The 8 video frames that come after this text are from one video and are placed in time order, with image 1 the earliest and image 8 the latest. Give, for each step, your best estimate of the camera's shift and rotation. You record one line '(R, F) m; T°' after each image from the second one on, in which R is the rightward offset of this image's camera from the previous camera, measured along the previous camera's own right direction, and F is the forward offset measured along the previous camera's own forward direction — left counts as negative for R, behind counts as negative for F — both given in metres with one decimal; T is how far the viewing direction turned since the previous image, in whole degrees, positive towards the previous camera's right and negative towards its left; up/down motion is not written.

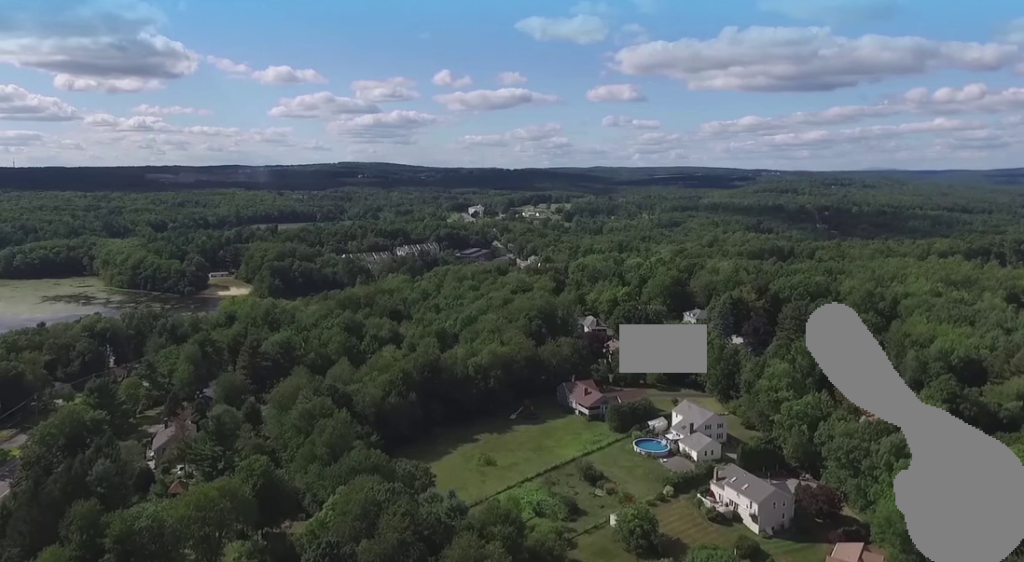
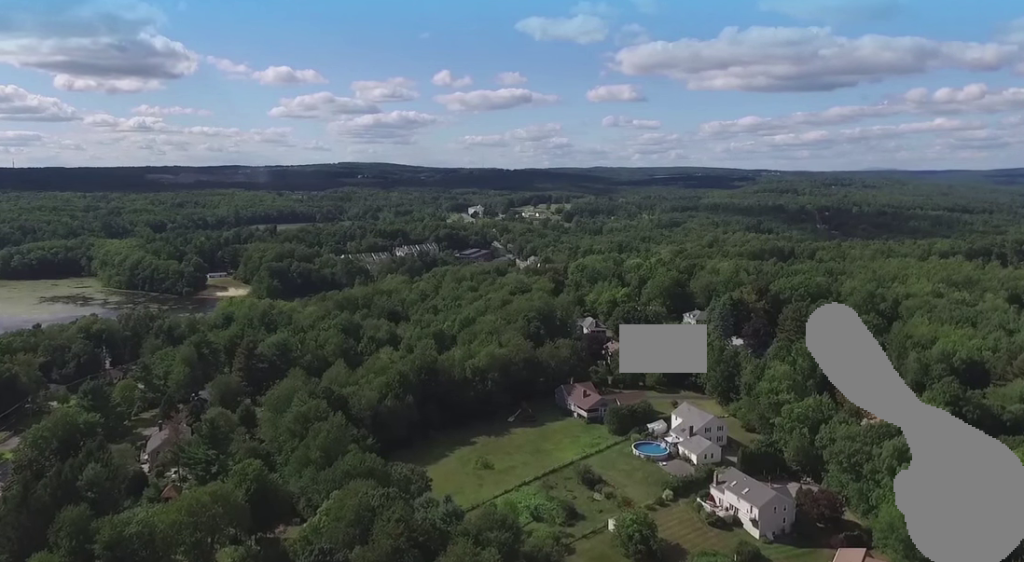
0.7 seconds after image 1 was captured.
(0.0, +2.2) m; -1°
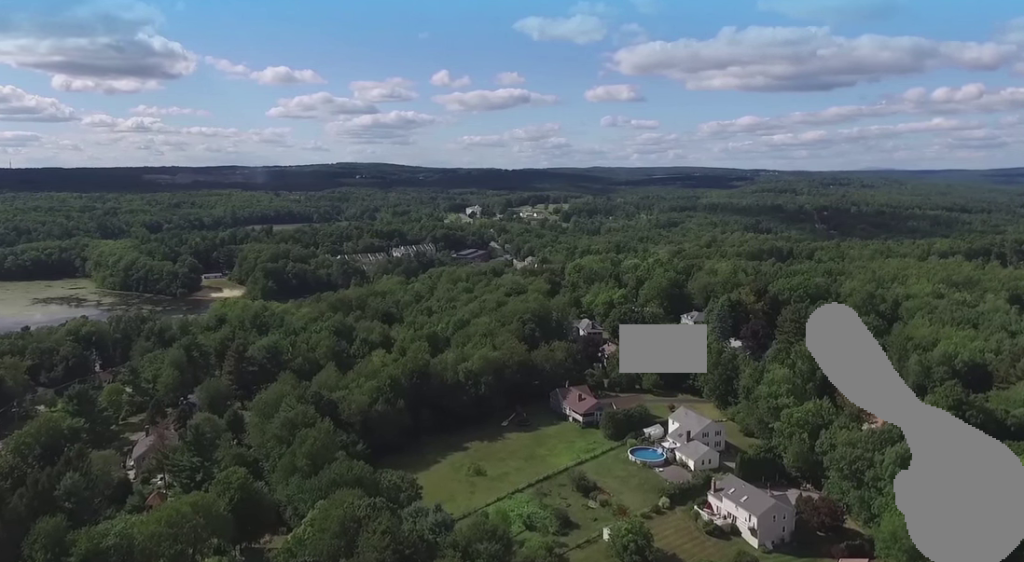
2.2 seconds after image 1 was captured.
(-0.2, +4.7) m; -4°
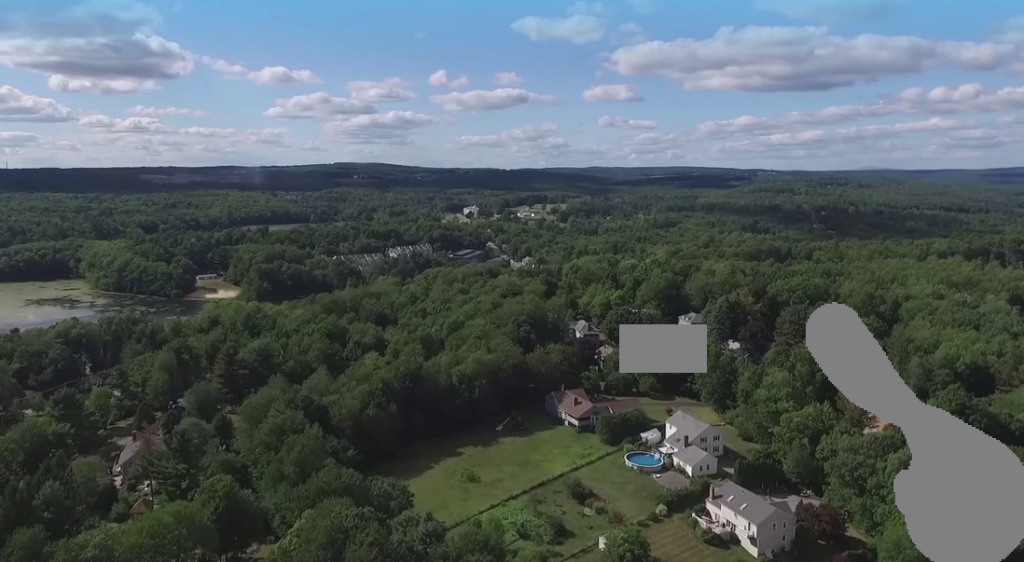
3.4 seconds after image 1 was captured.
(-0.1, +4.1) m; -4°
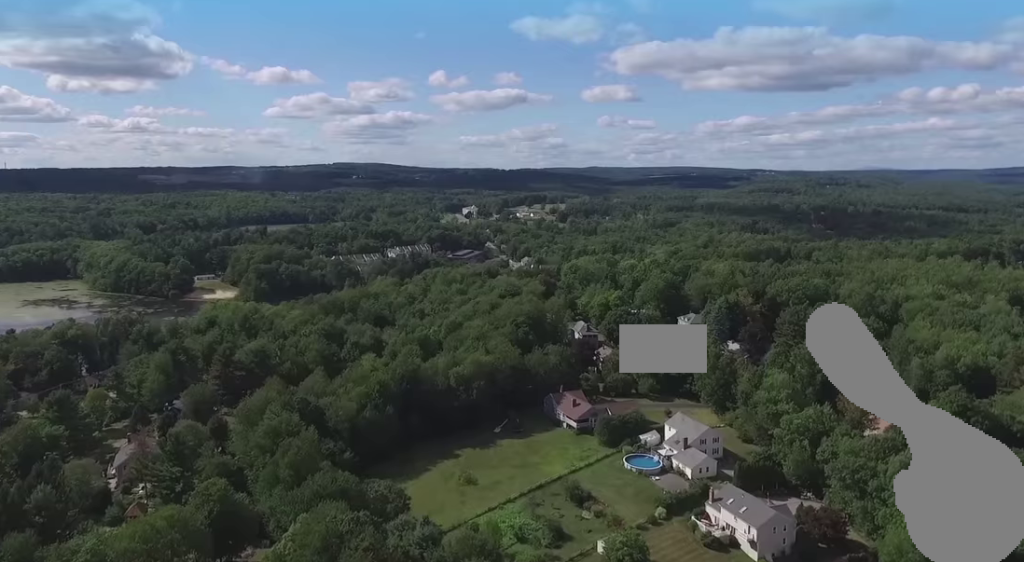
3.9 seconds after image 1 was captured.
(0.0, +1.6) m; -1°
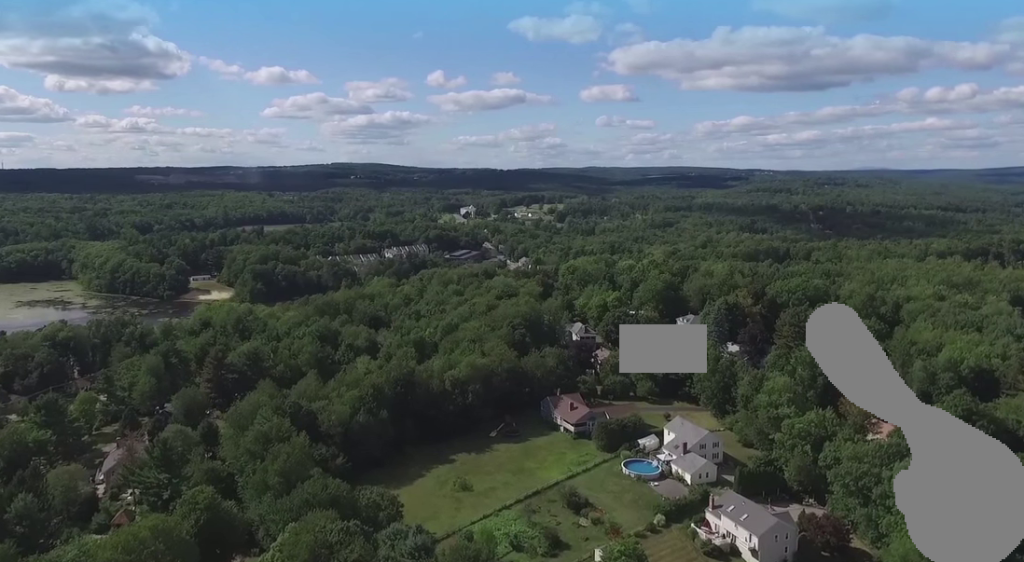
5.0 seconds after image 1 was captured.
(-0.1, +3.8) m; -3°
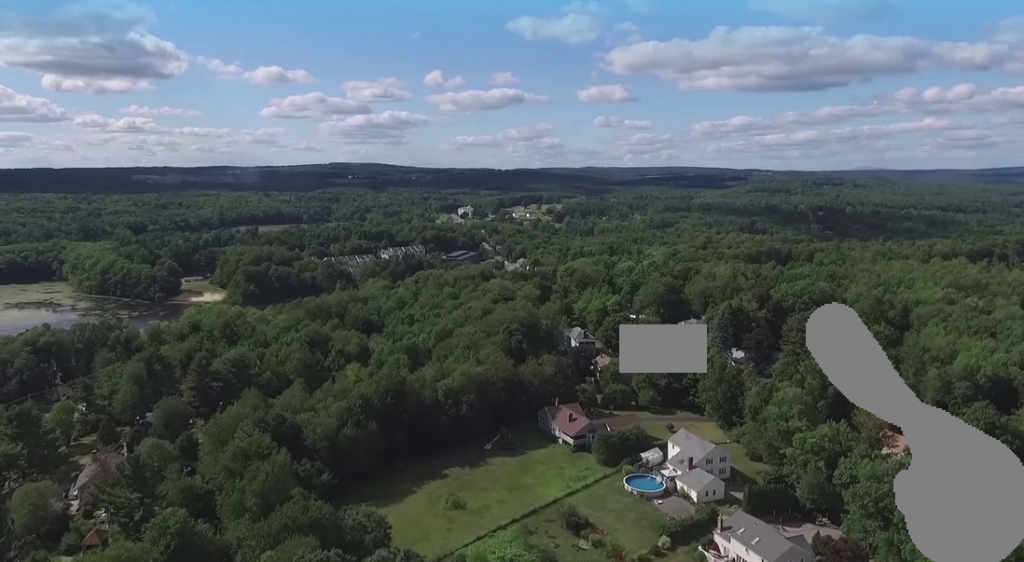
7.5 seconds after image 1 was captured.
(-0.5, +10.0) m; -4°
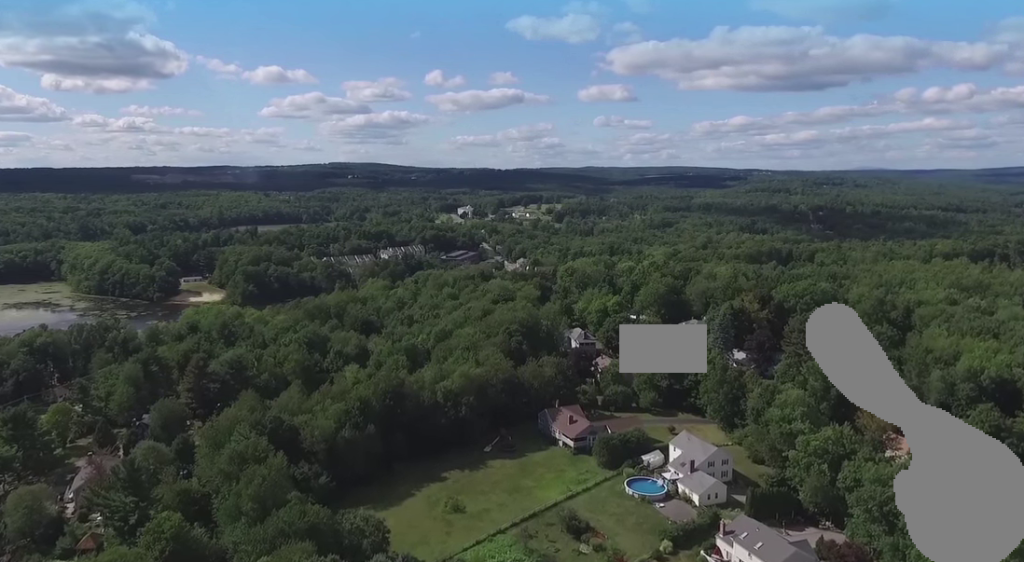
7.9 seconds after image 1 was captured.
(0.0, +1.8) m; 0°
